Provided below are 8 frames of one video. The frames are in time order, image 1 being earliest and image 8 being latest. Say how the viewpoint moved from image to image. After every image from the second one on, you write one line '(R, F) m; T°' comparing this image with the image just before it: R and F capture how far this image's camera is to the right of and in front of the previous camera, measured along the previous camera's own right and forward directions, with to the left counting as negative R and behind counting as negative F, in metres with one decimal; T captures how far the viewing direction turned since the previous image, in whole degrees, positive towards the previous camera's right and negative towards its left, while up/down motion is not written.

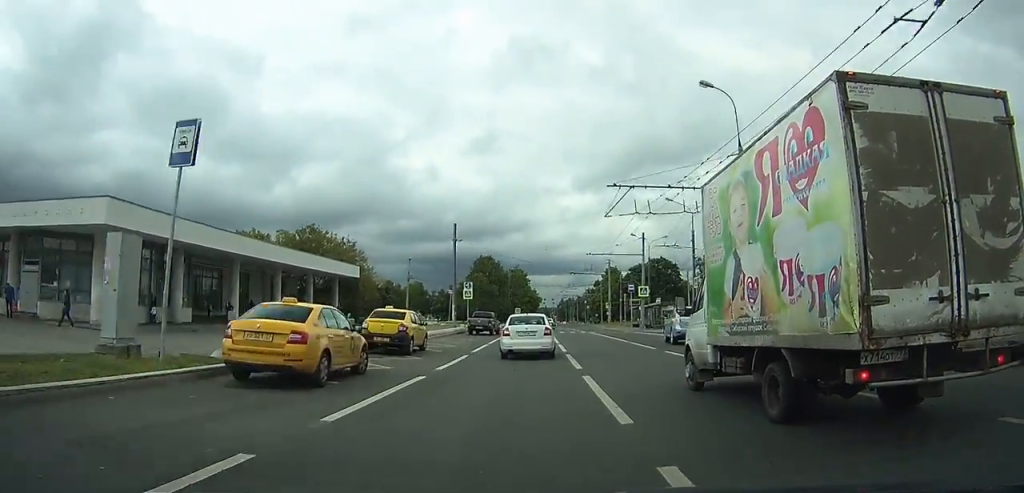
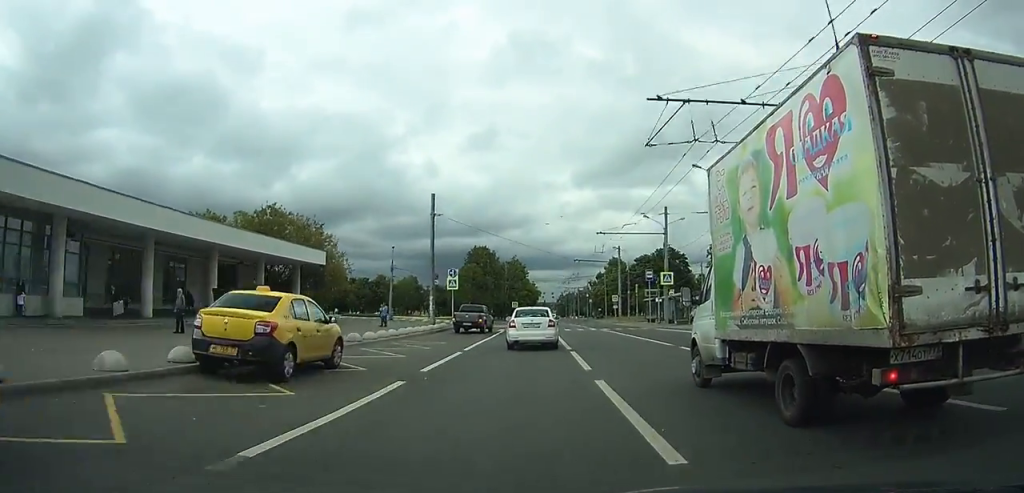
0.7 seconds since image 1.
(0.0, +10.4) m; 0°
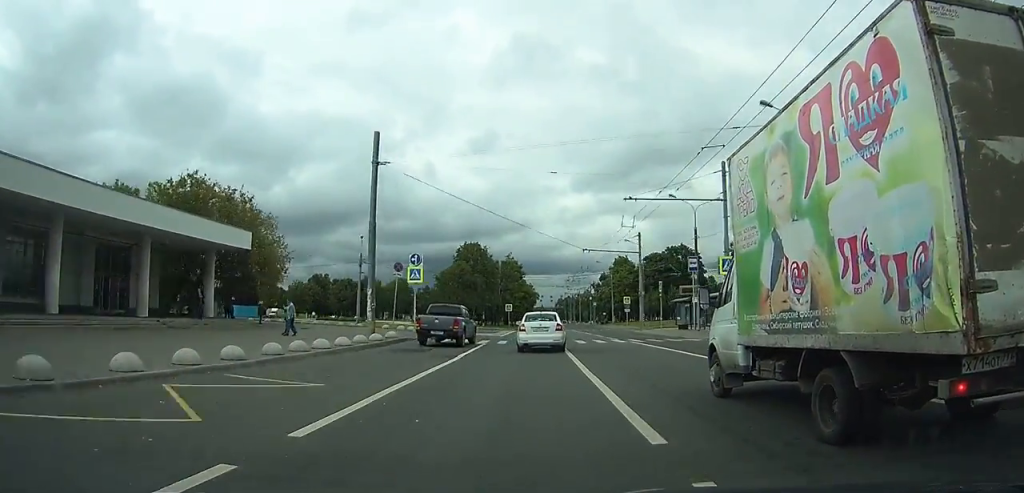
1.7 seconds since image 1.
(0.0, +14.9) m; 0°
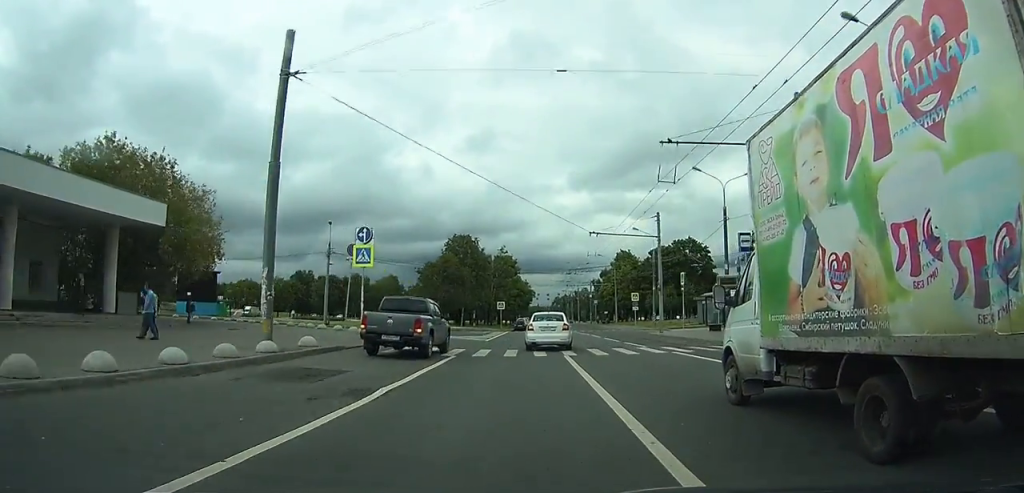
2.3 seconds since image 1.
(0.0, +9.9) m; 0°
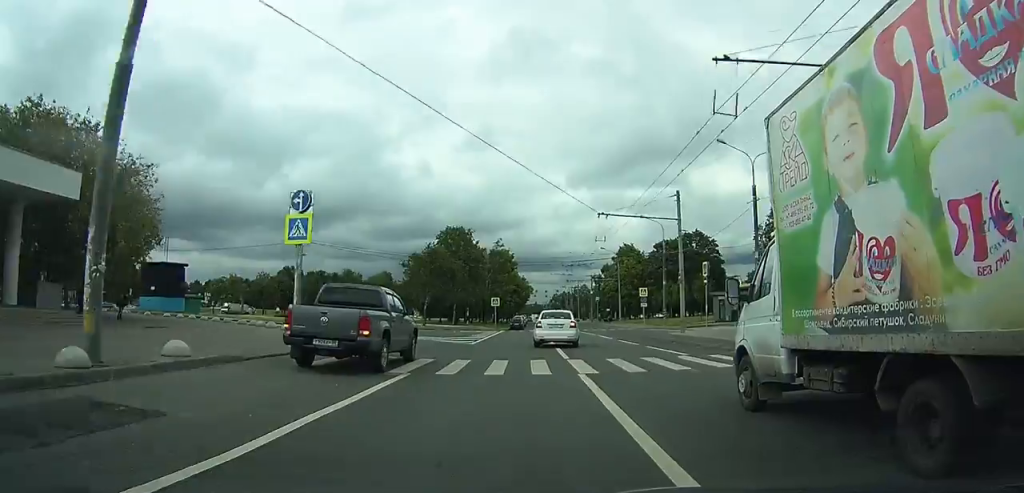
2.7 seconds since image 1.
(0.0, +6.8) m; 0°
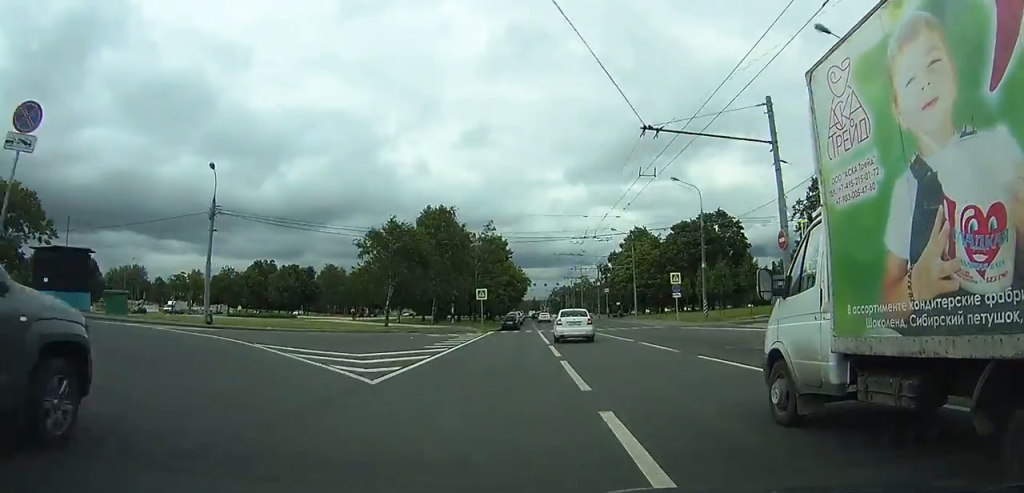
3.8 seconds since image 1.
(+0.1, +15.8) m; +1°
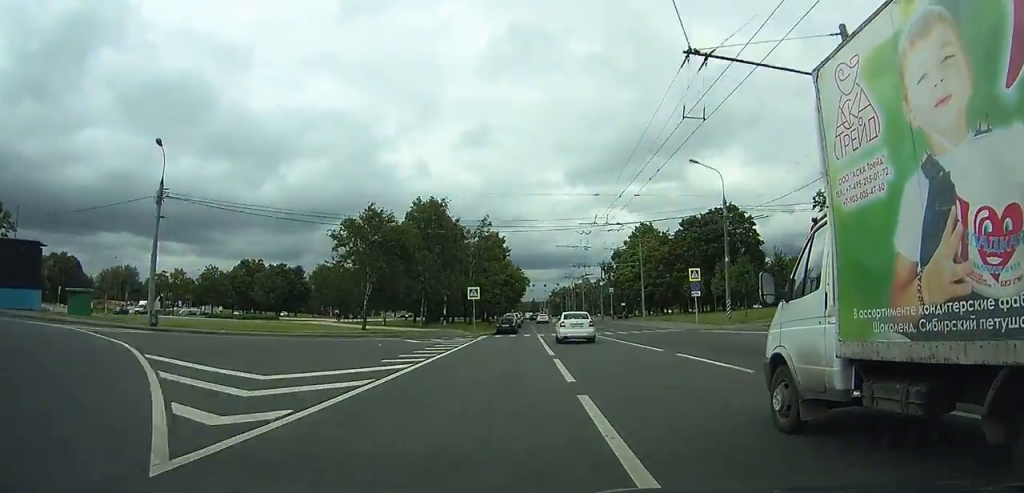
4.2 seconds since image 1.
(0.0, +6.3) m; 0°
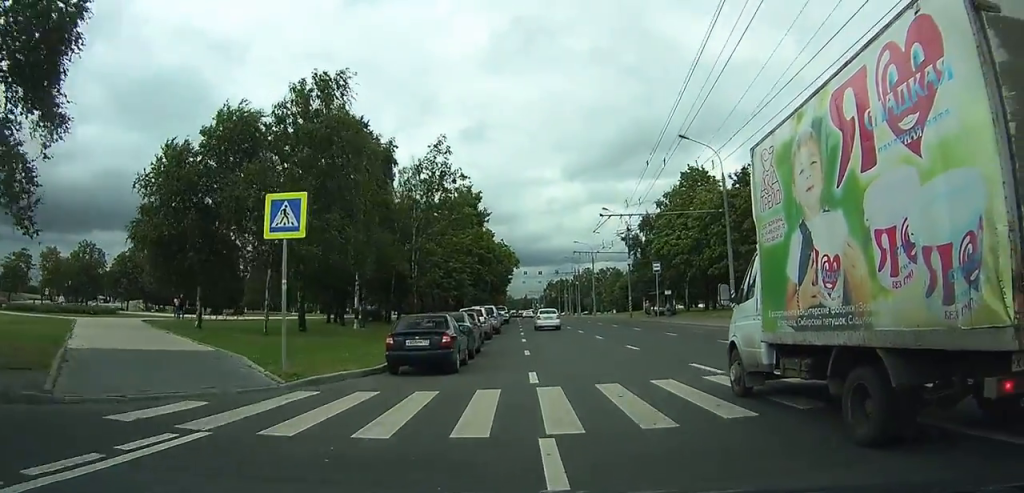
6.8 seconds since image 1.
(-0.1, +35.9) m; +1°
